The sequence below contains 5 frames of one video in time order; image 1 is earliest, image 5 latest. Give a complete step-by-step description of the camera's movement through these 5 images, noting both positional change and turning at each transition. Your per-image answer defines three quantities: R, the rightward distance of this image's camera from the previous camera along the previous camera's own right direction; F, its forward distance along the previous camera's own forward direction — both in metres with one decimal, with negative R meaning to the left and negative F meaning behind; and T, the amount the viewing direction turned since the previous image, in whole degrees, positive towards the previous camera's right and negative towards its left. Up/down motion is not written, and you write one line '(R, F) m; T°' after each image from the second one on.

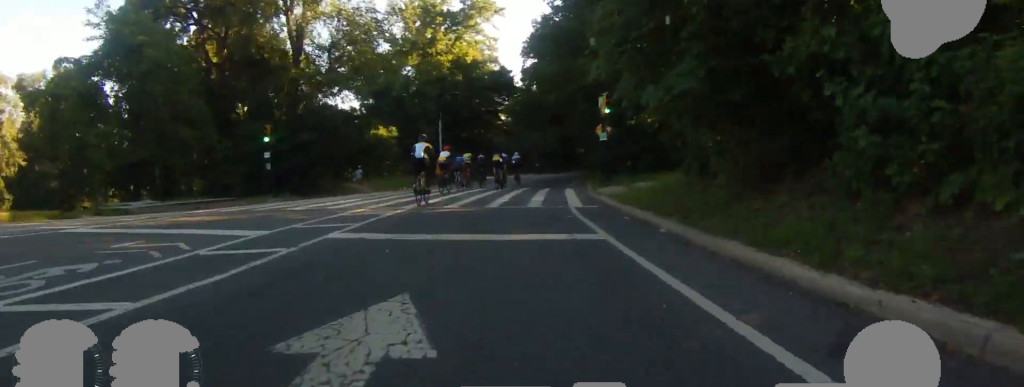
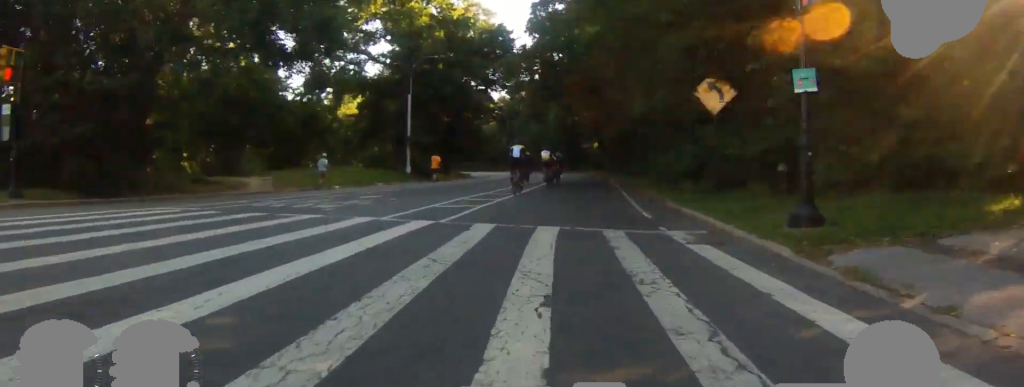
(+2.6, +15.7) m; +20°
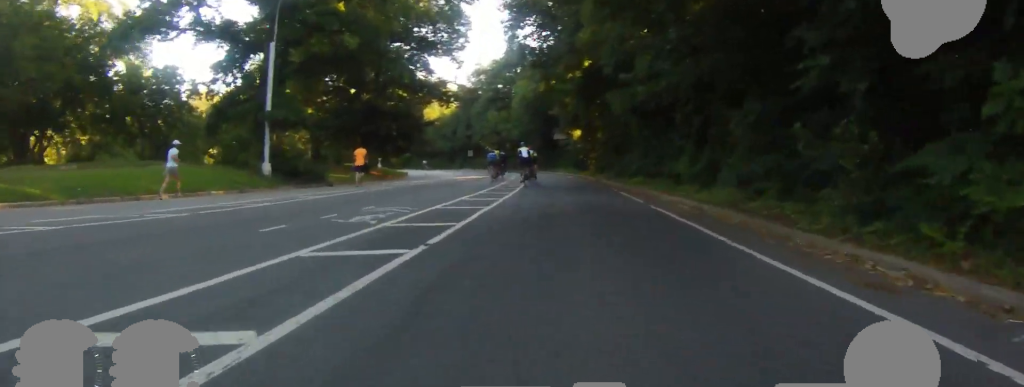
(0.0, +18.5) m; 0°
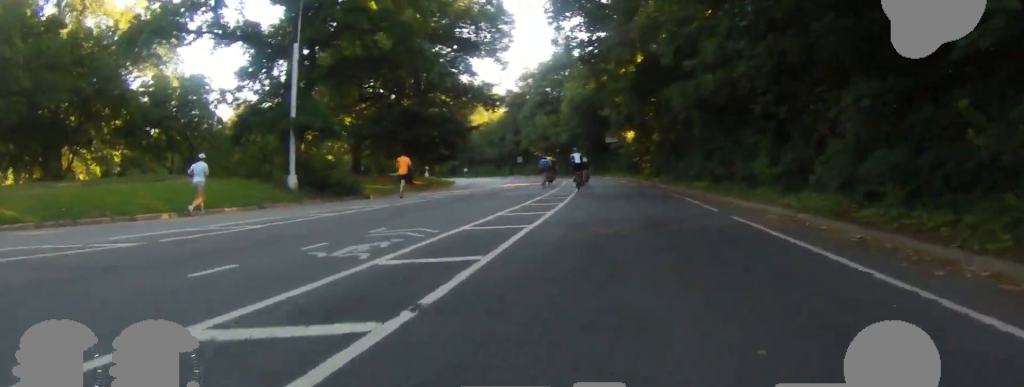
(0.0, +2.5) m; 0°
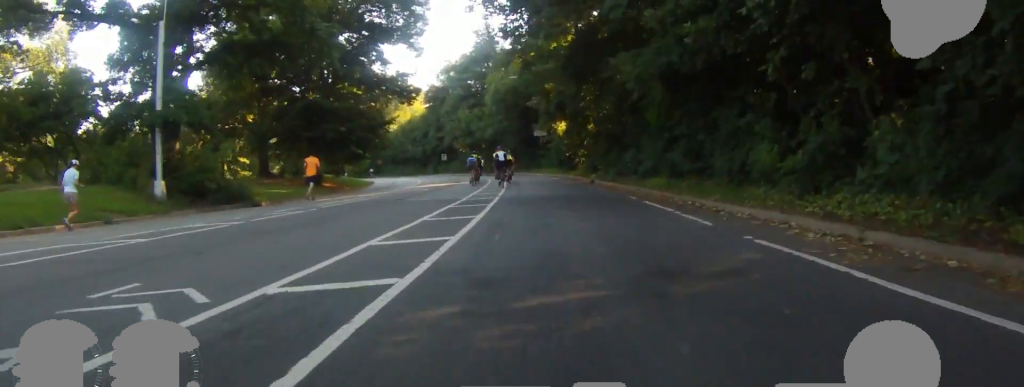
(0.0, +4.7) m; 0°
